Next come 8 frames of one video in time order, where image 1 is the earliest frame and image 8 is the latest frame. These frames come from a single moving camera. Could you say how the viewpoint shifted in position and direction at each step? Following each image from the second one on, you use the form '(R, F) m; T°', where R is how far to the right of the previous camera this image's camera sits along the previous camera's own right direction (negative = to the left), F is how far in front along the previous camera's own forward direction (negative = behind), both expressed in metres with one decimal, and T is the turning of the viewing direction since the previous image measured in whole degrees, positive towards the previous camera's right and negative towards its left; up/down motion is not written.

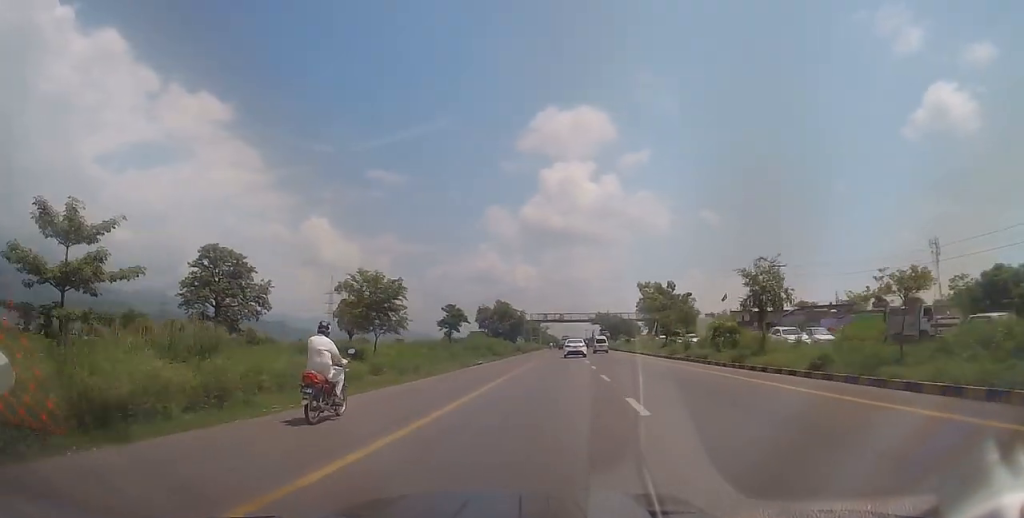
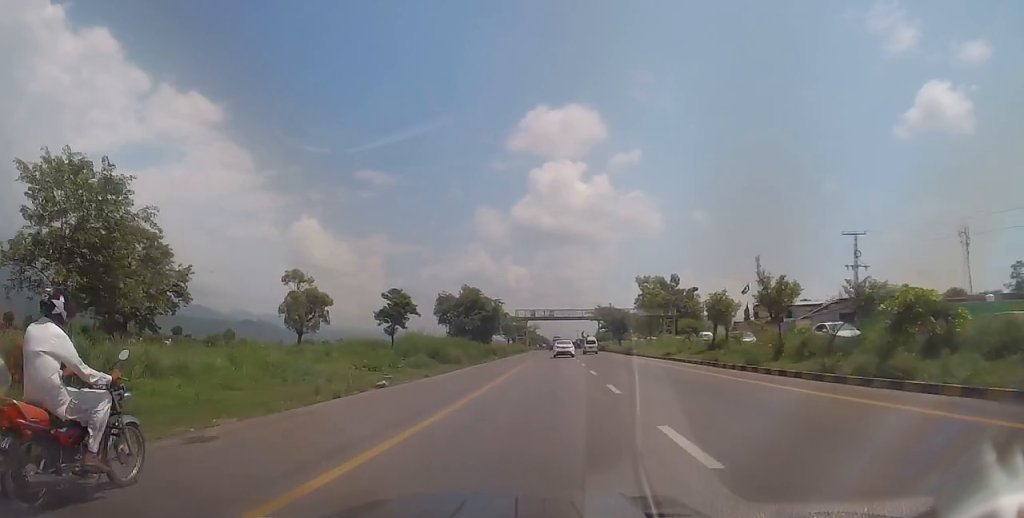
(-0.2, +22.2) m; 0°
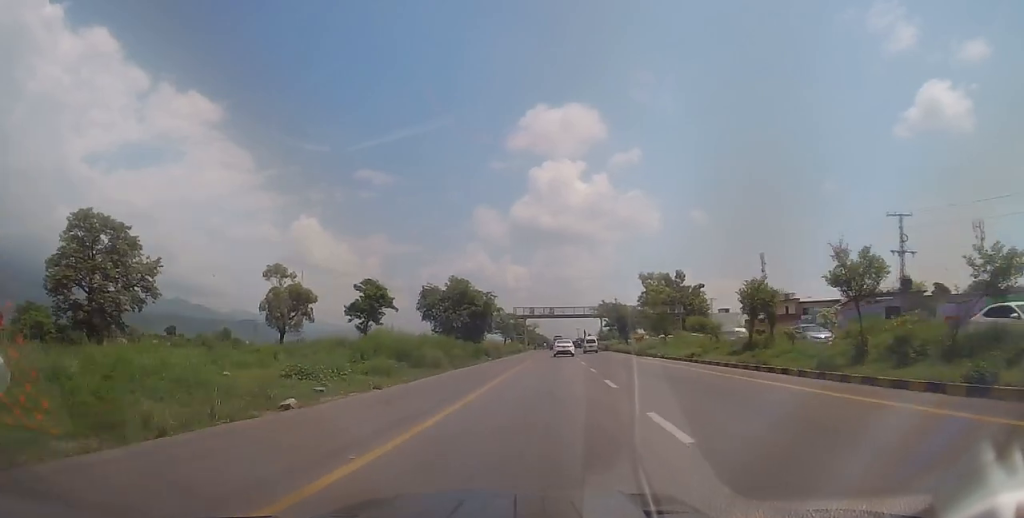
(+0.2, +7.6) m; 0°
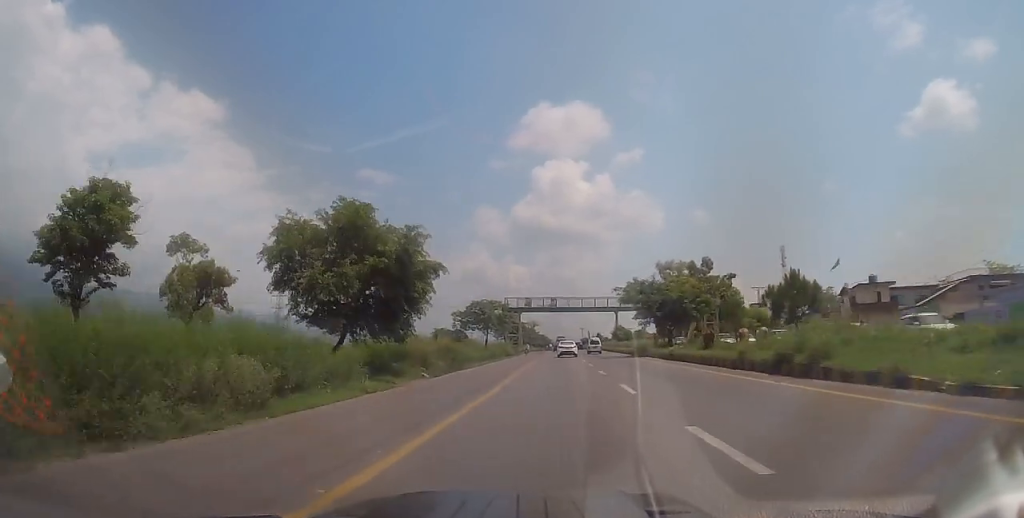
(+0.4, +28.9) m; +2°
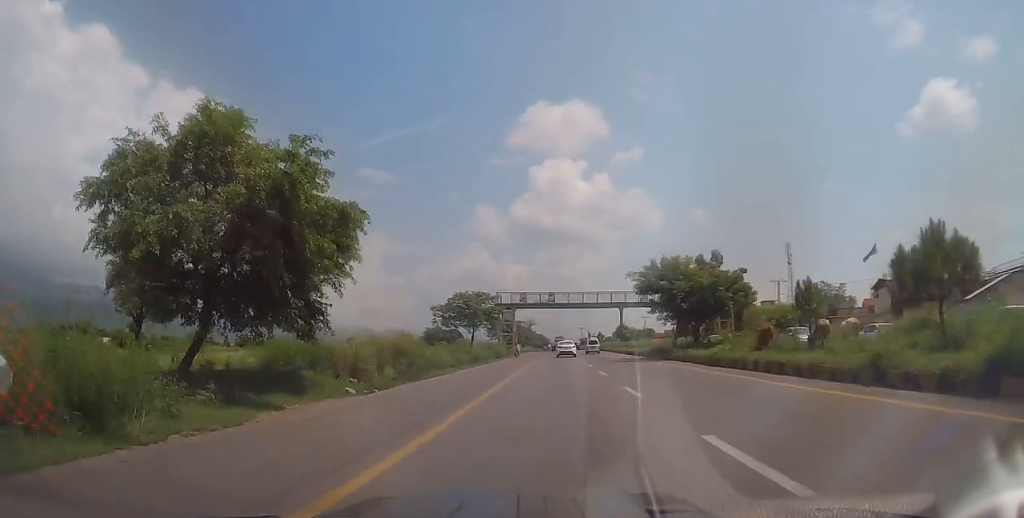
(+0.2, +10.1) m; 0°
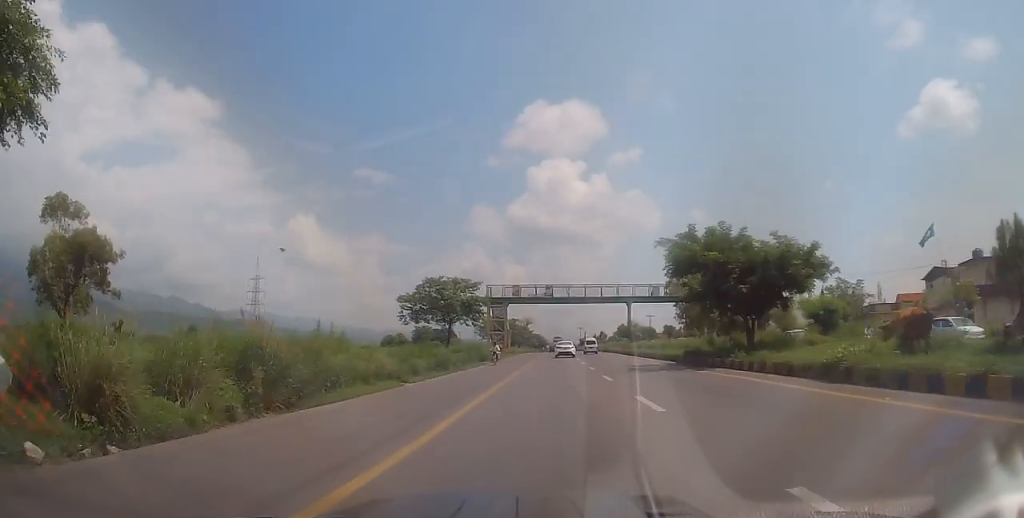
(-0.5, +12.0) m; -1°
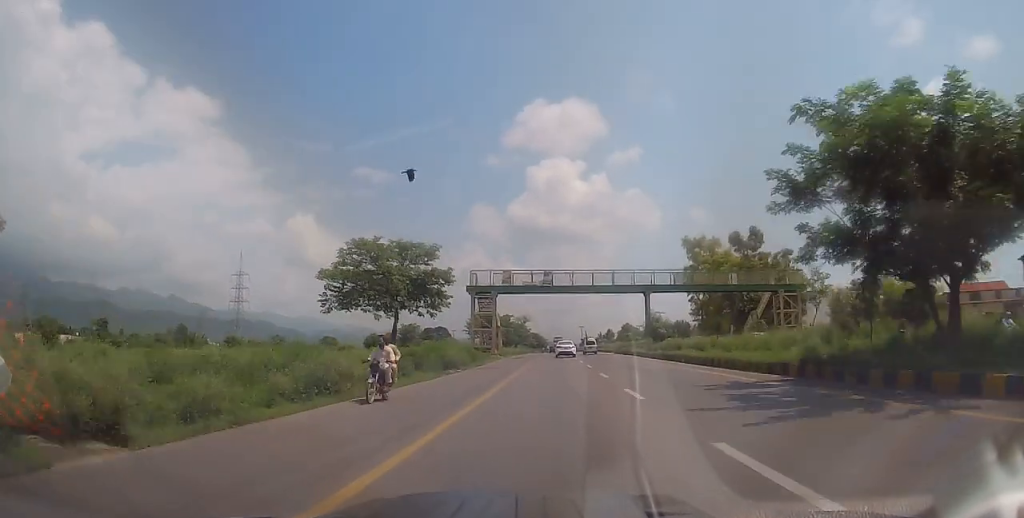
(+0.3, +15.6) m; +1°
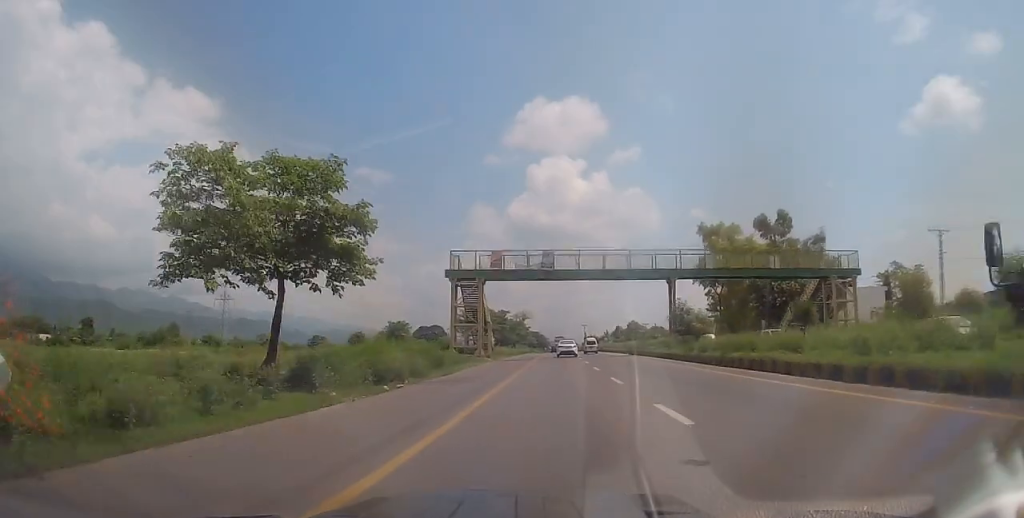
(0.0, +13.2) m; 0°
